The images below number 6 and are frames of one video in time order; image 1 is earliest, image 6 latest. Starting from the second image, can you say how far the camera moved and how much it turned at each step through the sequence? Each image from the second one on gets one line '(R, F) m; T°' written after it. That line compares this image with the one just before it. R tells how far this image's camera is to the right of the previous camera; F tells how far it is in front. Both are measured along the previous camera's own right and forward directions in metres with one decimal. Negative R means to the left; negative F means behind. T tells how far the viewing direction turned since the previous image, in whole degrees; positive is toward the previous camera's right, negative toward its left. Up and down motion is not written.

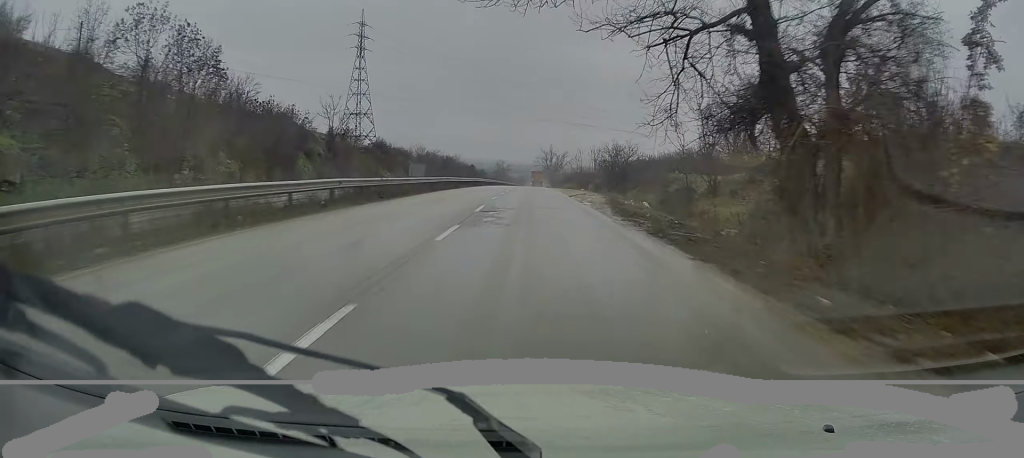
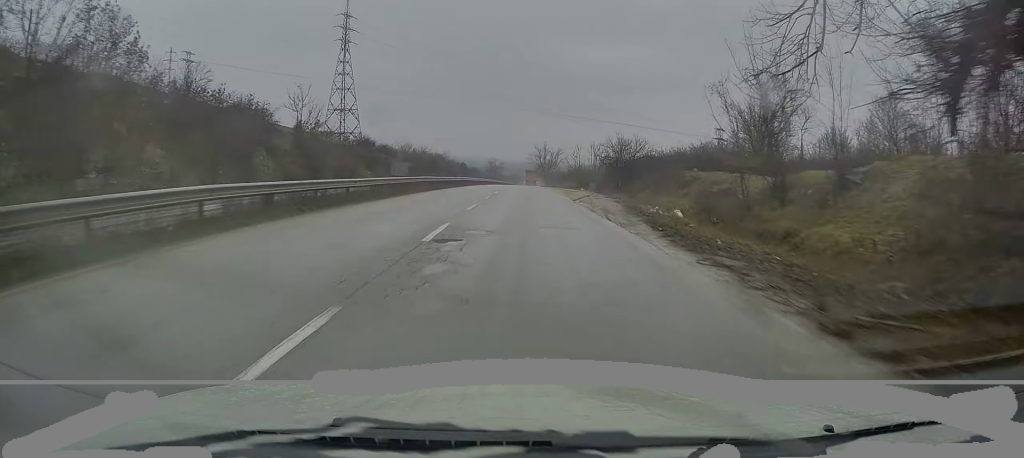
(-0.2, +8.8) m; 0°
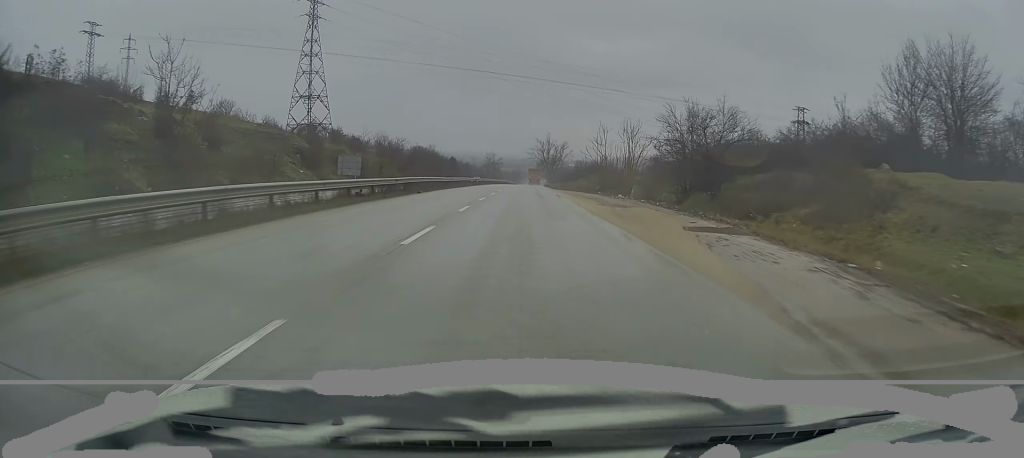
(+0.1, +27.4) m; 0°
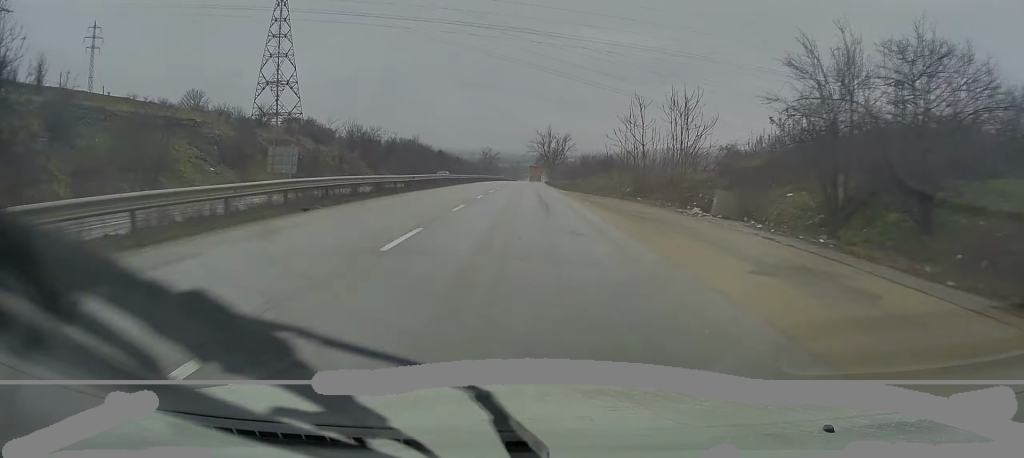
(-0.3, +18.8) m; 0°
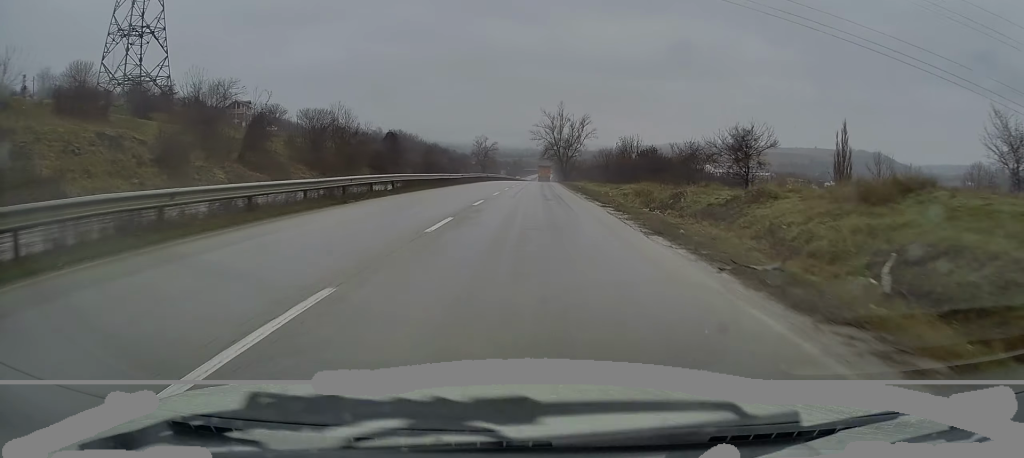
(+0.6, +51.8) m; 0°
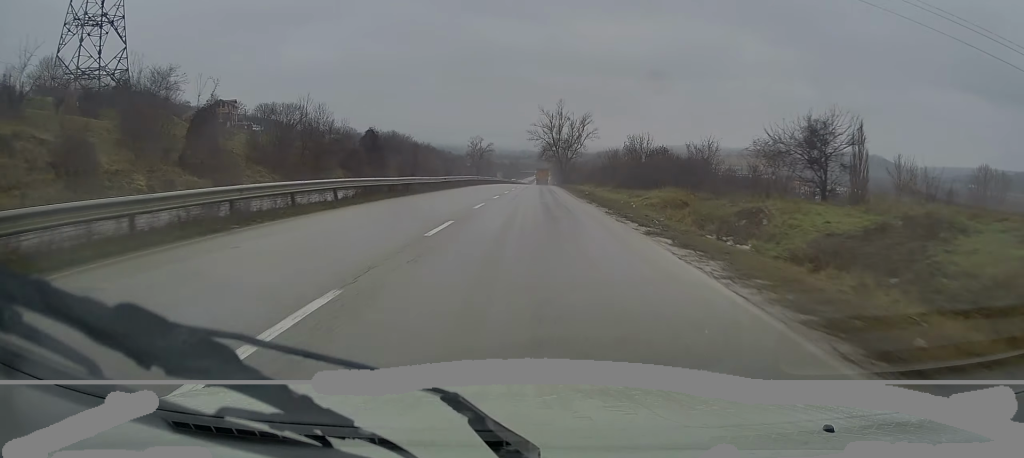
(-0.2, +9.0) m; 0°
